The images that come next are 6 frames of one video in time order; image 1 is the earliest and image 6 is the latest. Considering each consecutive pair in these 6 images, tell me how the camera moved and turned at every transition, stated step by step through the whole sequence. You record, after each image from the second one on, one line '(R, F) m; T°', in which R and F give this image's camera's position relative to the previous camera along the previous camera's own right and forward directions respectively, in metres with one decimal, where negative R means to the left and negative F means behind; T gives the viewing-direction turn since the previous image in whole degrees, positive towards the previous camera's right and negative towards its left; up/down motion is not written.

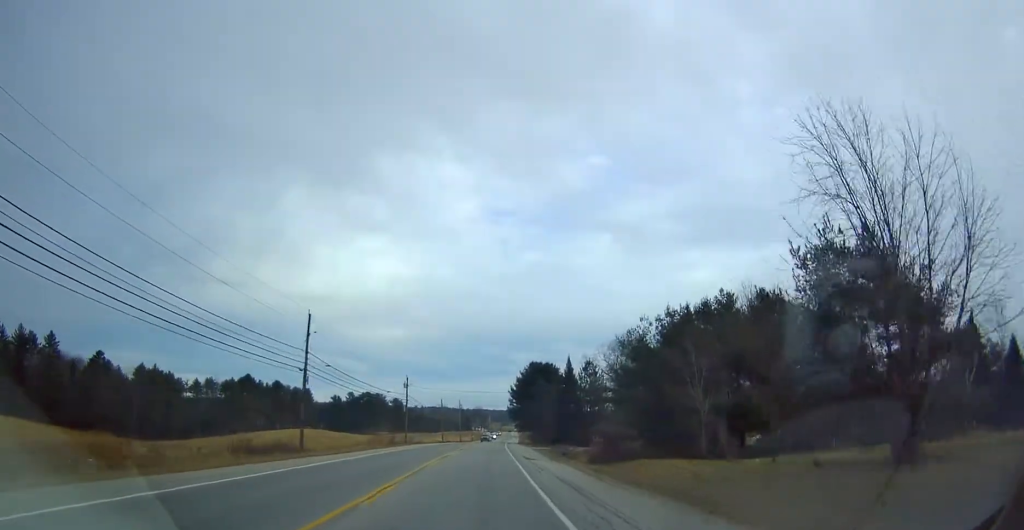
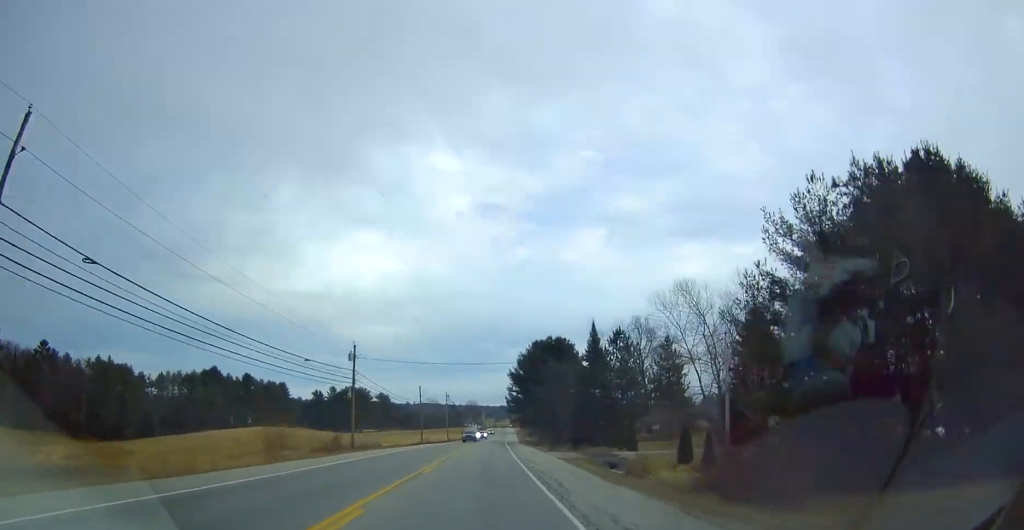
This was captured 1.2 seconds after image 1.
(-0.4, +27.9) m; 0°
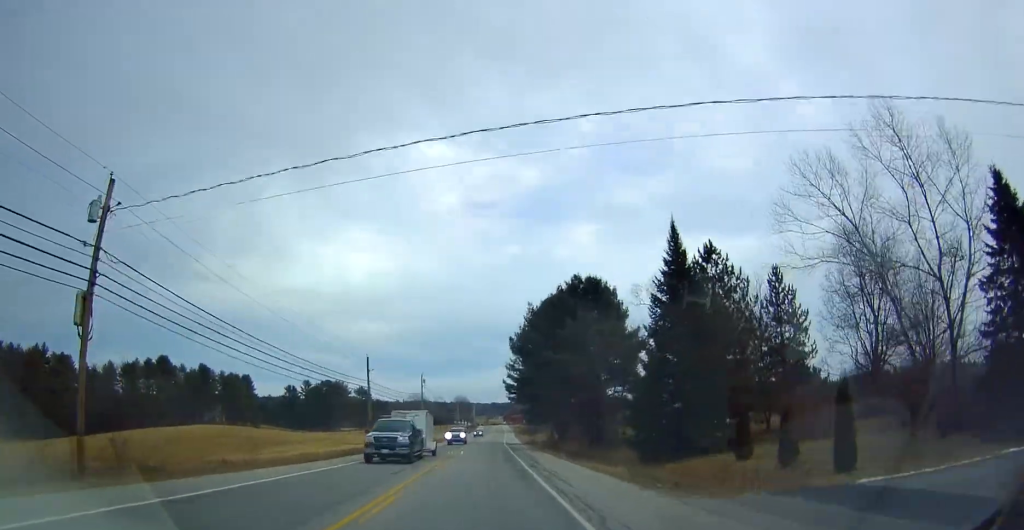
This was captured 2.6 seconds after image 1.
(+0.6, +33.8) m; +3°
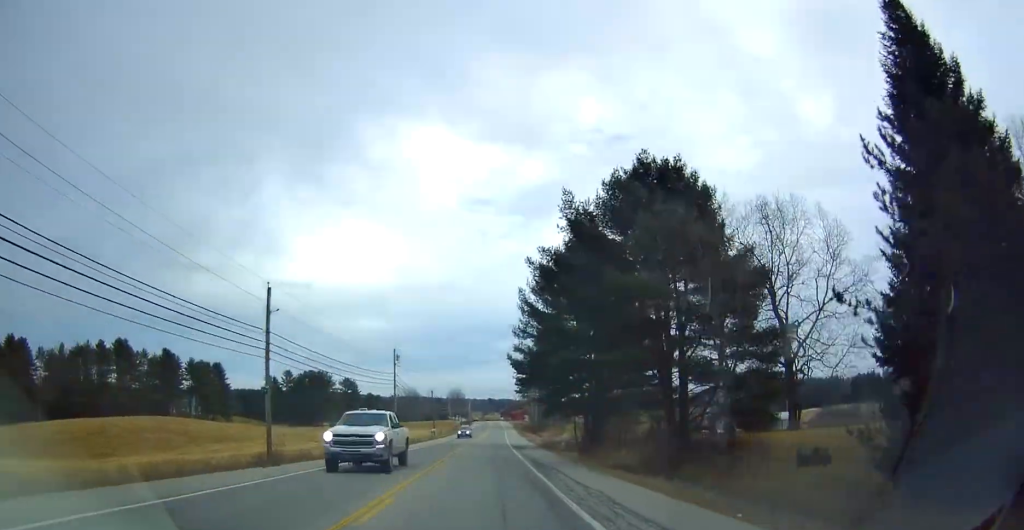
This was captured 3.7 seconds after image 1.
(+0.5, +24.9) m; -1°
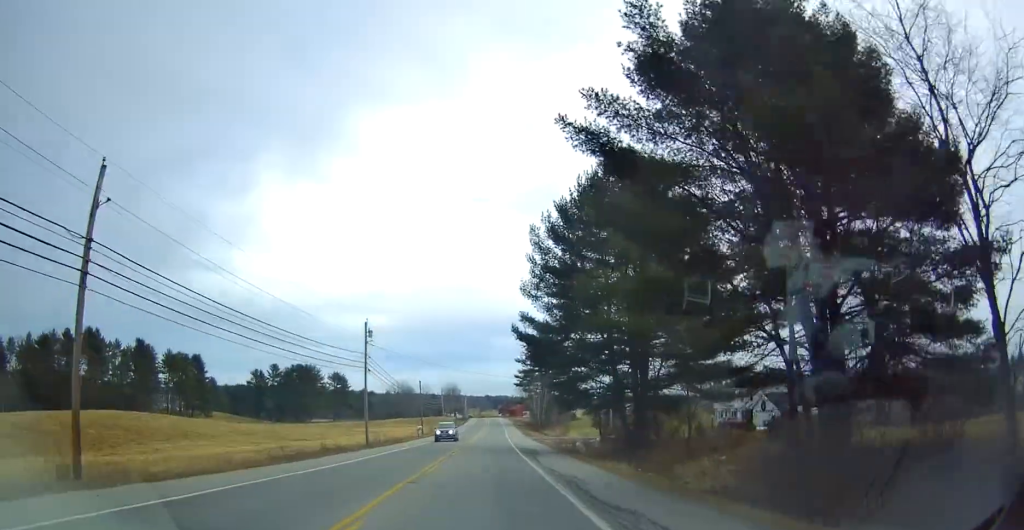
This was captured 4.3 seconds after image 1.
(-0.7, +14.8) m; 0°
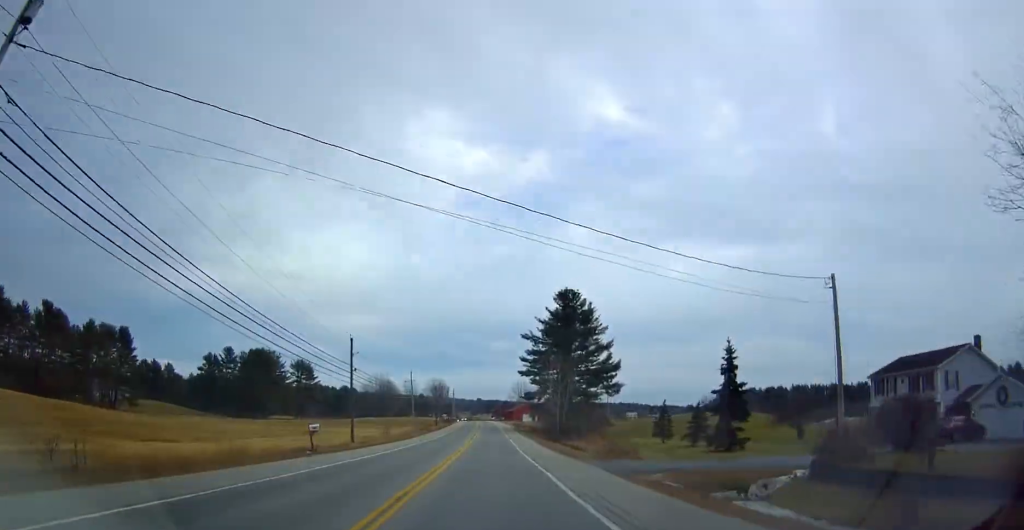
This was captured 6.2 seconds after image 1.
(+0.9, +43.6) m; +2°
